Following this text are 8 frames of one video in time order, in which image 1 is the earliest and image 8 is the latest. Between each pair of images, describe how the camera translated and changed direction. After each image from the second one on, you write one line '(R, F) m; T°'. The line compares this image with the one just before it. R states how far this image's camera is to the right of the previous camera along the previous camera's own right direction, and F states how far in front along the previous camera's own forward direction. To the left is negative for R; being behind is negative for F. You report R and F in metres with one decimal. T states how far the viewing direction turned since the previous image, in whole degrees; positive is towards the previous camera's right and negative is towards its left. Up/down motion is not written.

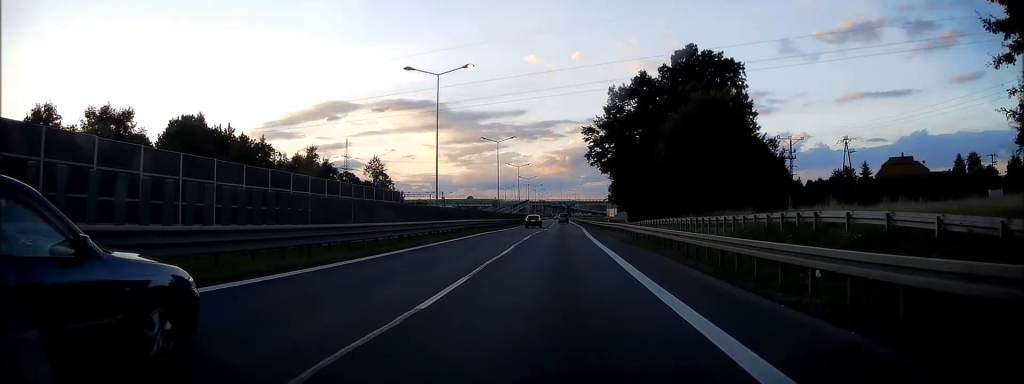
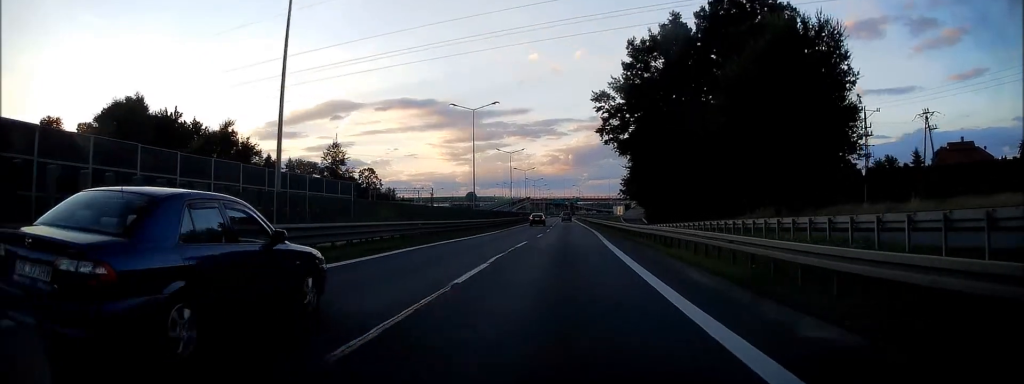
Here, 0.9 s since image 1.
(+0.1, +21.1) m; 0°
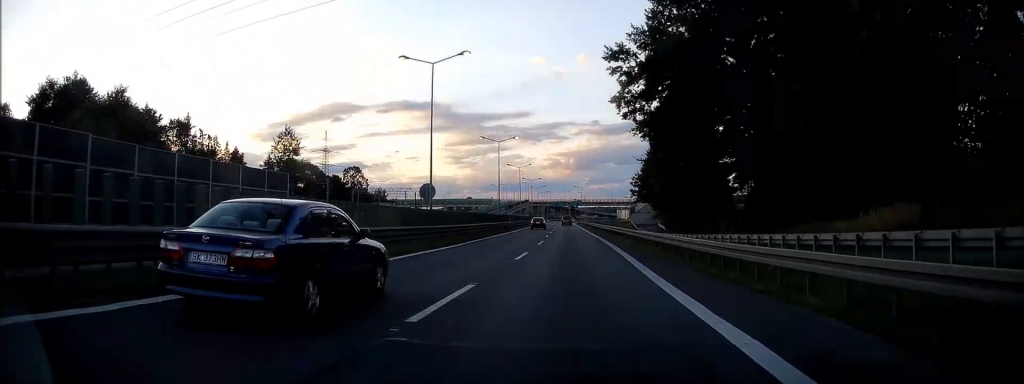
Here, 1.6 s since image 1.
(0.0, +16.5) m; 0°
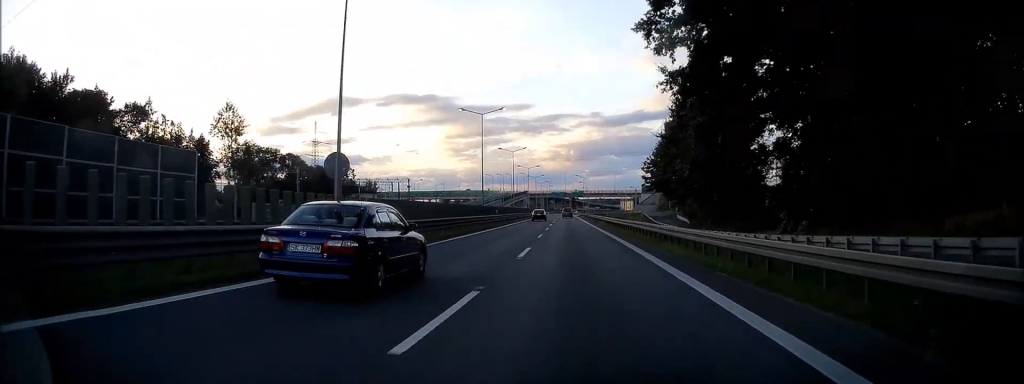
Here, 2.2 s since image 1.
(-0.1, +14.1) m; 0°
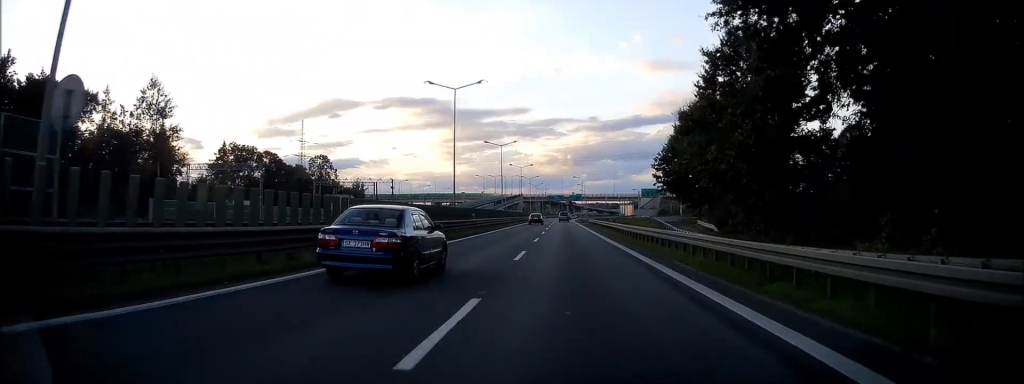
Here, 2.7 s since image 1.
(0.0, +12.5) m; 0°
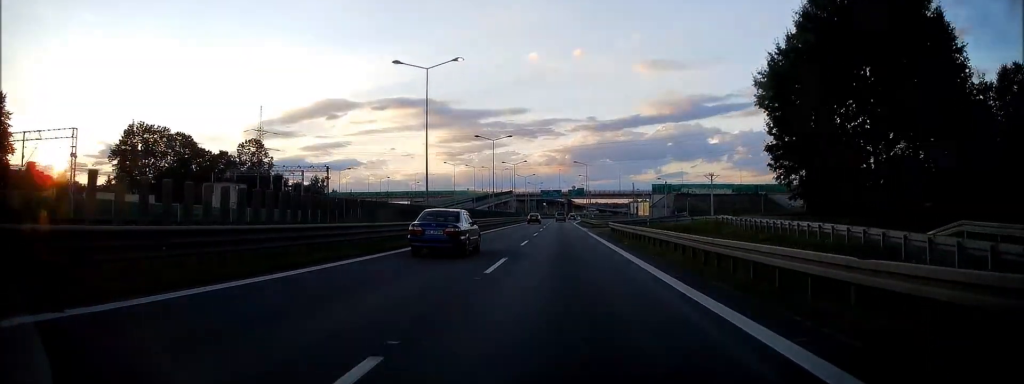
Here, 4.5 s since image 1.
(+0.1, +40.3) m; 0°
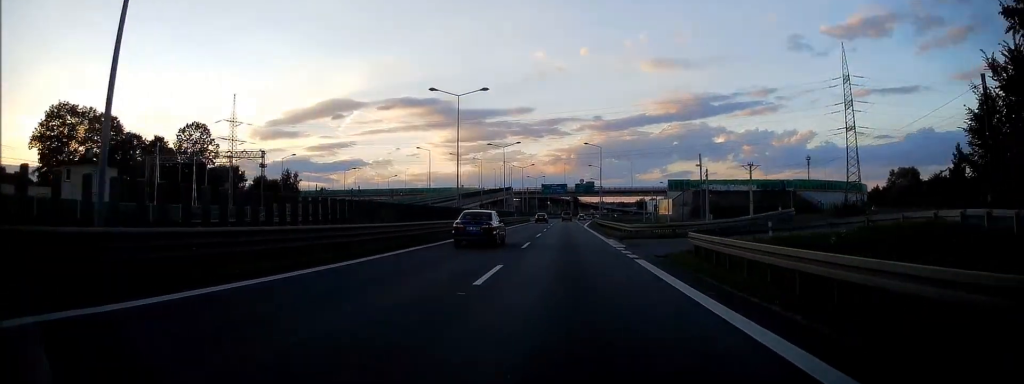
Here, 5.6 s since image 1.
(0.0, +25.2) m; 0°
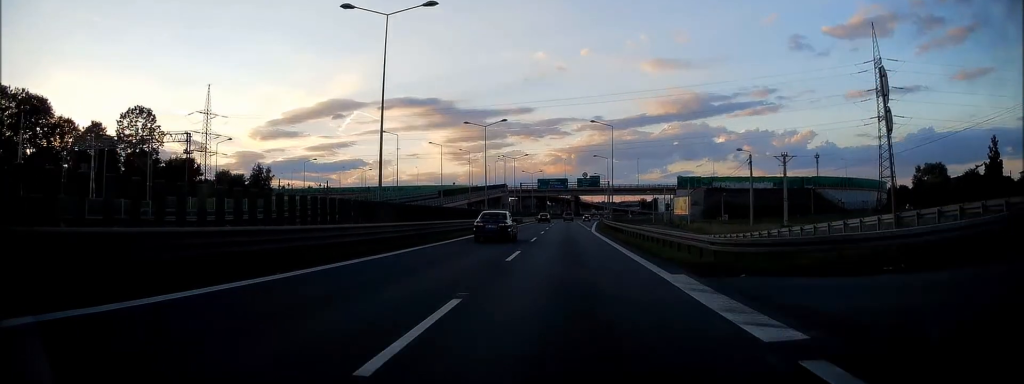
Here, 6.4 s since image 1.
(-0.1, +16.6) m; 0°
